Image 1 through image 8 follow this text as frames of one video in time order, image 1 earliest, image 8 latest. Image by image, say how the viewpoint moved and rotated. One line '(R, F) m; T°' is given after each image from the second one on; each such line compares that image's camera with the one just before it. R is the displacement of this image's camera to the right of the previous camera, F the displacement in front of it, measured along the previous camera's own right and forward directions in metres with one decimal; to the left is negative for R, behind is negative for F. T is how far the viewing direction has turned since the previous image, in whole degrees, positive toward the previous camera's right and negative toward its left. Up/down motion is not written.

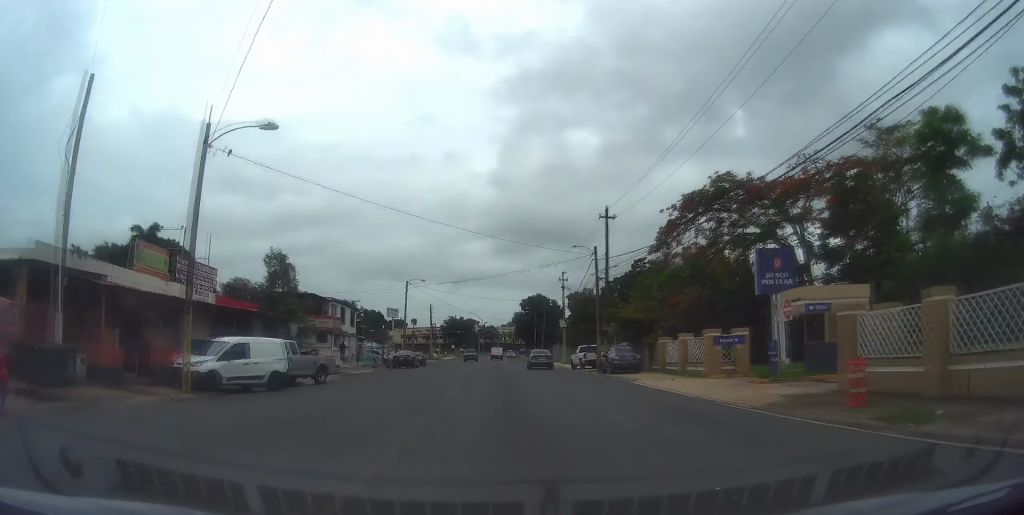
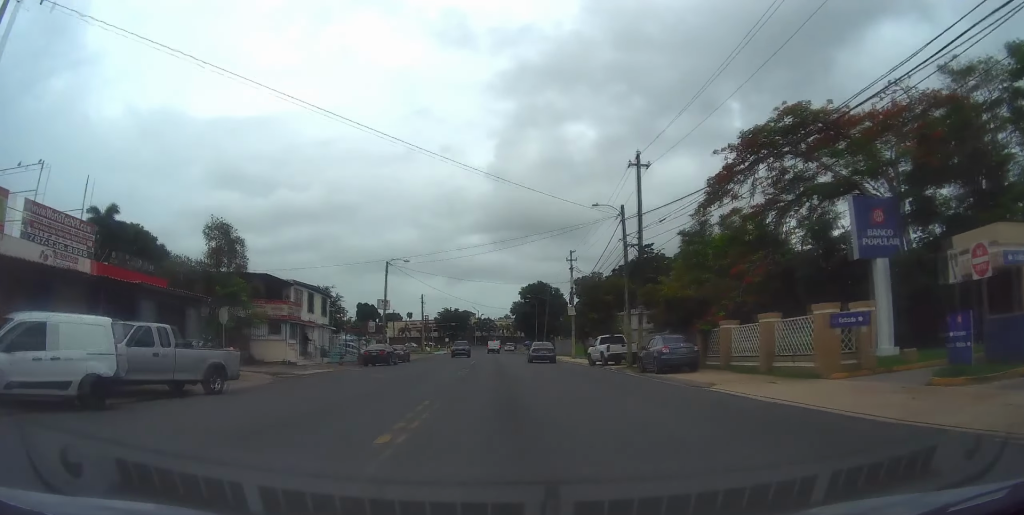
(0.0, +11.0) m; +1°
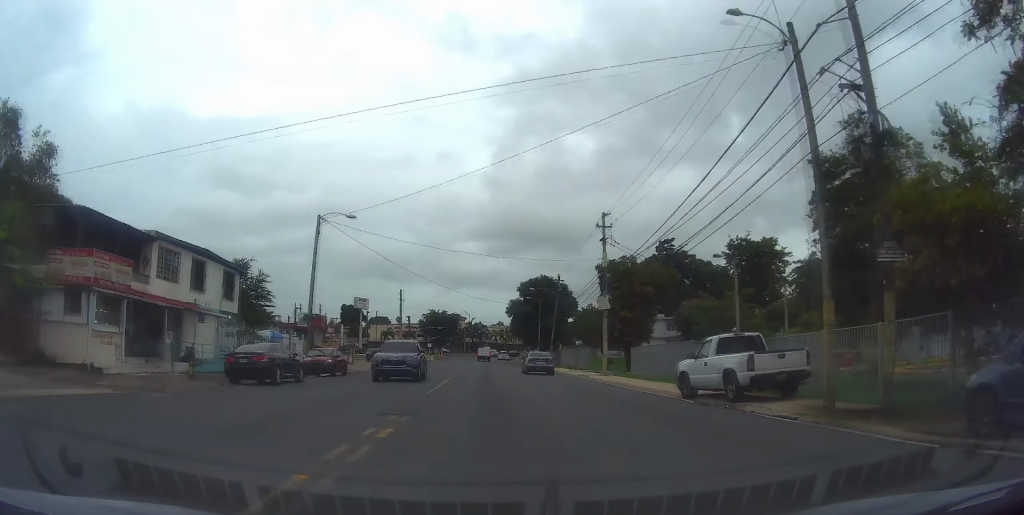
(+0.4, +21.8) m; +1°
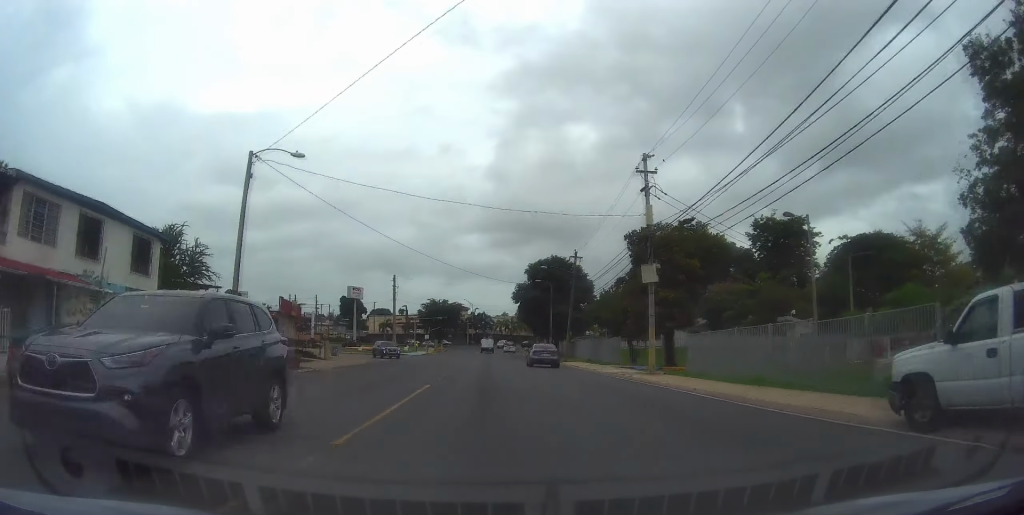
(0.0, +11.4) m; 0°
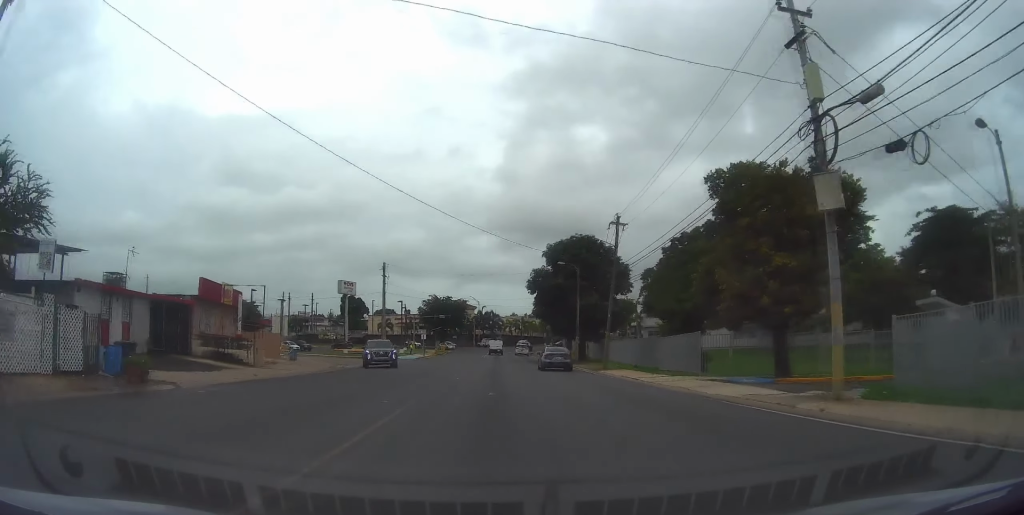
(-0.1, +16.6) m; 0°
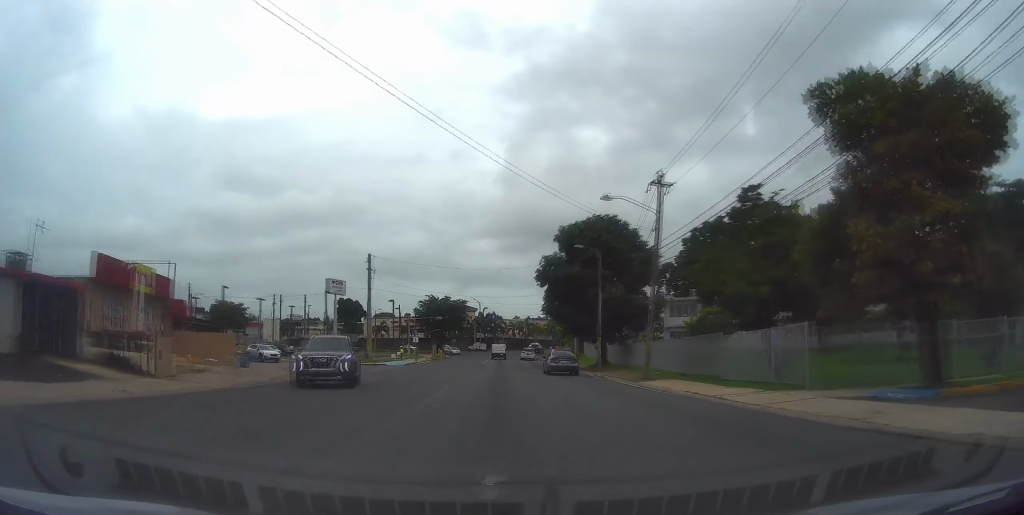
(0.0, +11.0) m; 0°
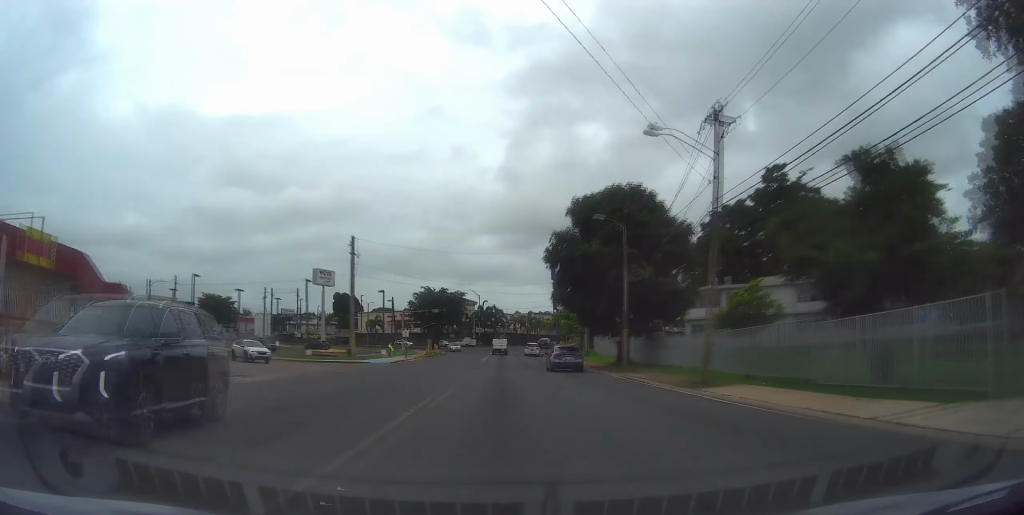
(0.0, +8.8) m; 0°
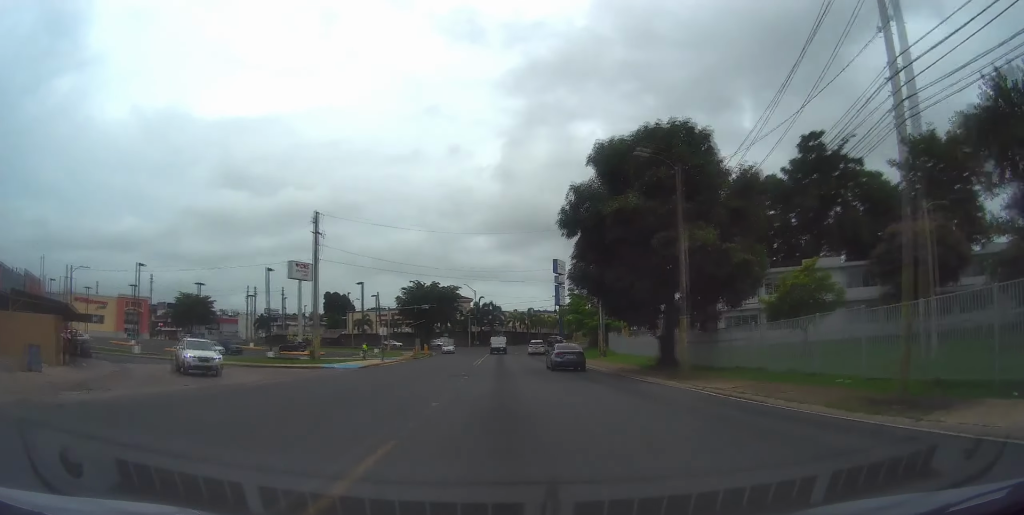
(0.0, +12.2) m; 0°
